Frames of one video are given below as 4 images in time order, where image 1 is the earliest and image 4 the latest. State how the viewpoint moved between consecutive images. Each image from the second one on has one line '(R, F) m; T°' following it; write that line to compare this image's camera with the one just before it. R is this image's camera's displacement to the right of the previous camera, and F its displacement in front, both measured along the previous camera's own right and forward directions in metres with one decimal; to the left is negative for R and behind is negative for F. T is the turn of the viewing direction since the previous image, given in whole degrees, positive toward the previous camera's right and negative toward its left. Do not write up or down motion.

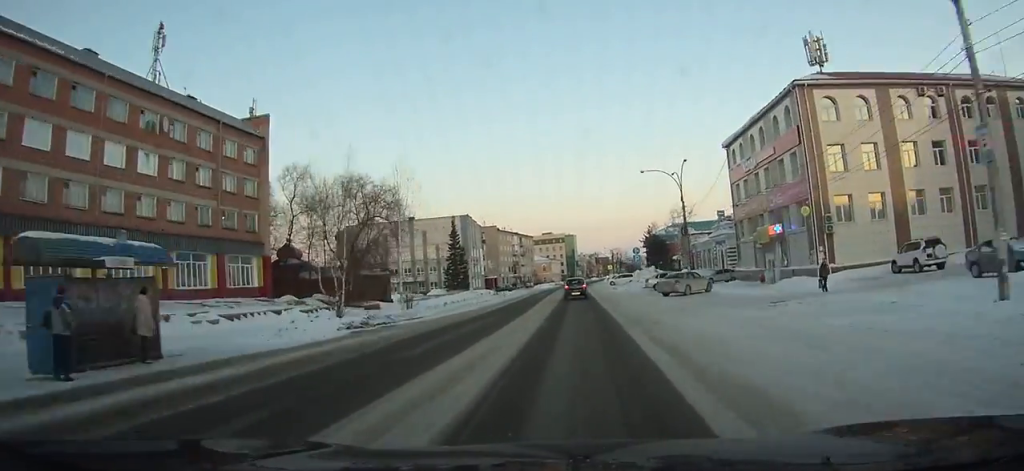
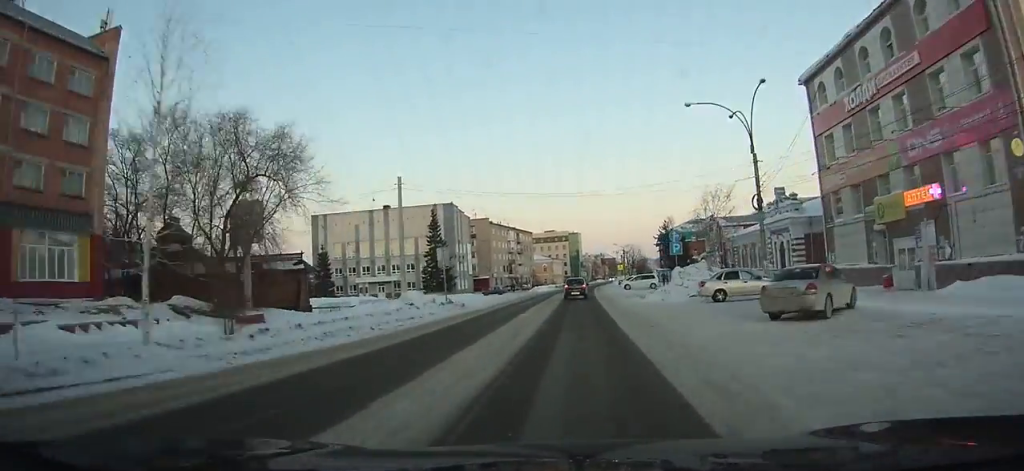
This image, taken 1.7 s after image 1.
(+0.1, +20.4) m; +1°
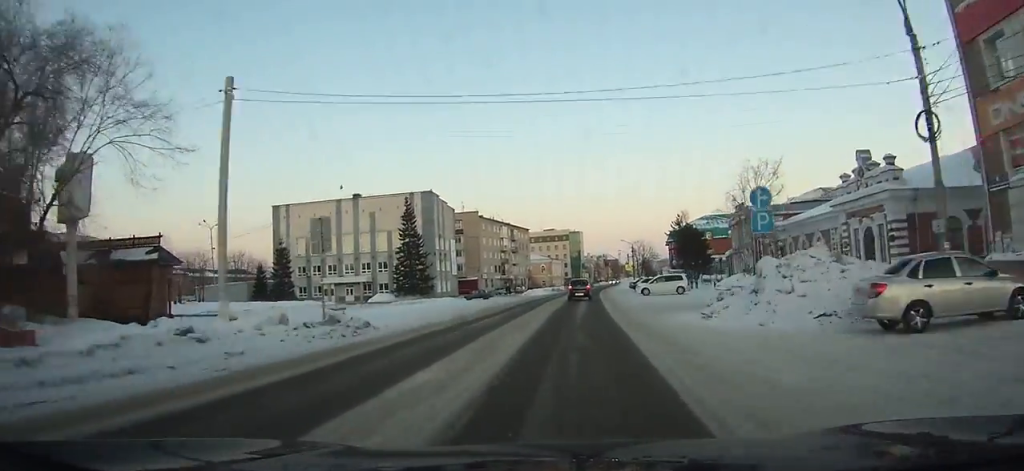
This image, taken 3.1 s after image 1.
(+0.2, +16.8) m; 0°
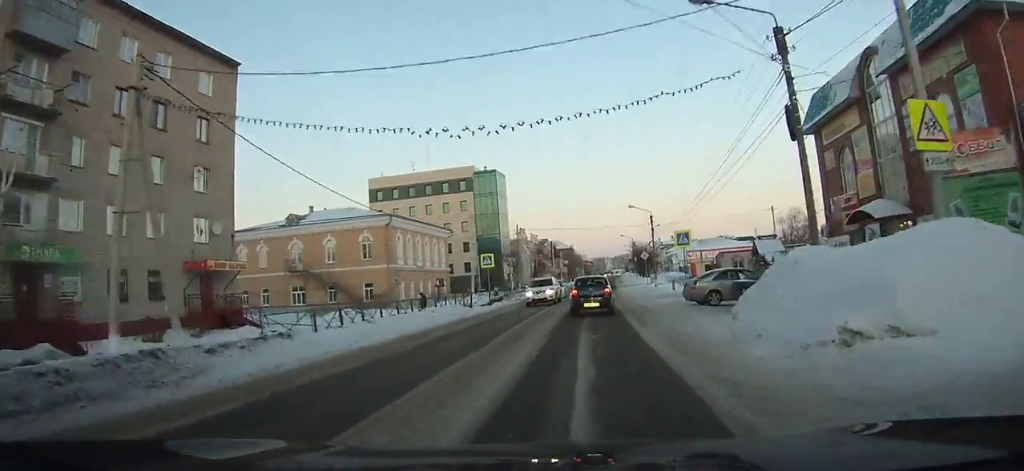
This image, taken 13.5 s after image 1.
(+3.2, +117.9) m; +5°
